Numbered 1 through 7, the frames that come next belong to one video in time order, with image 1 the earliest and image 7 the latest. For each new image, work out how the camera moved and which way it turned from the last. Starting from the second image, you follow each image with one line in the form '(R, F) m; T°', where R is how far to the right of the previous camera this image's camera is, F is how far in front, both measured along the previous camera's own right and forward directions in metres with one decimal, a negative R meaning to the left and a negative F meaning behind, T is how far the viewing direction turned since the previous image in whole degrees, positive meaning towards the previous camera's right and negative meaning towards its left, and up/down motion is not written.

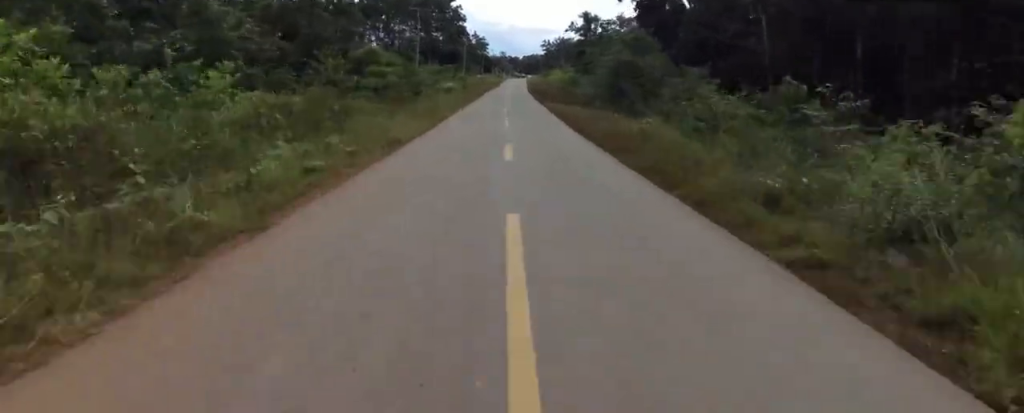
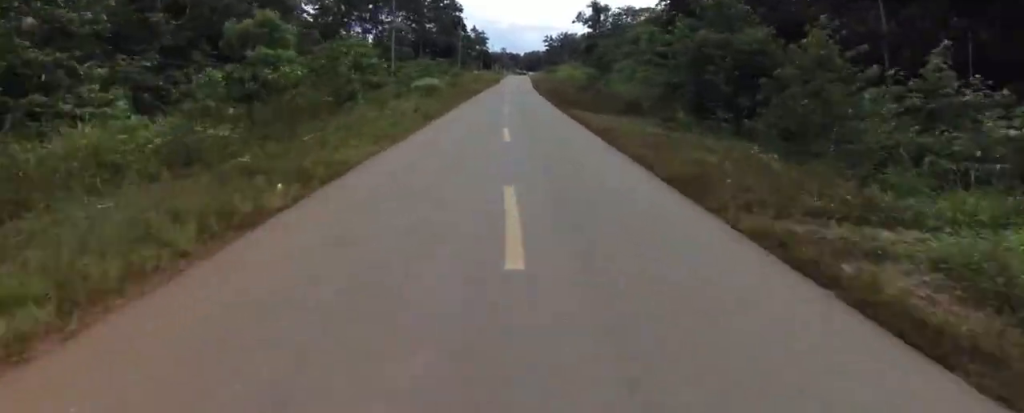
(0.0, +14.4) m; 0°
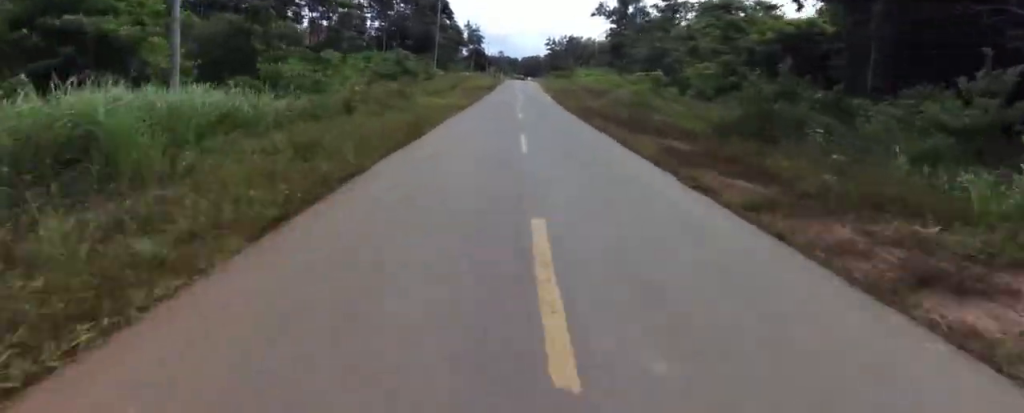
(+0.4, +33.4) m; +2°
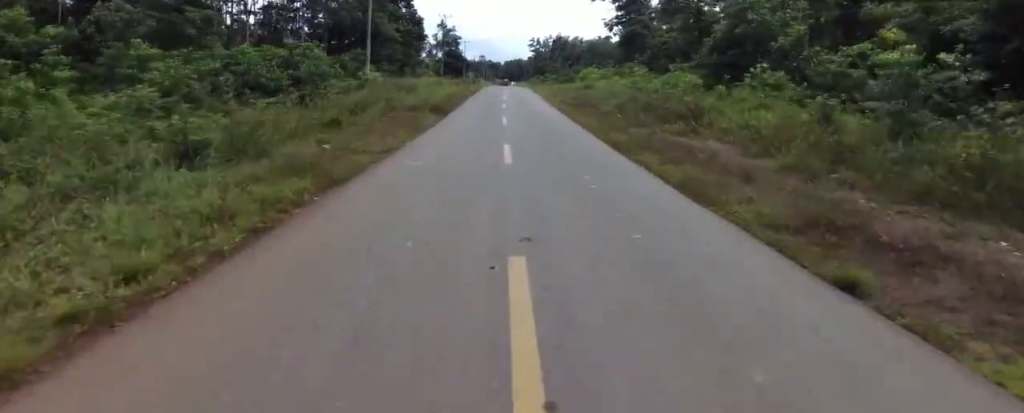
(+0.2, +25.8) m; +2°
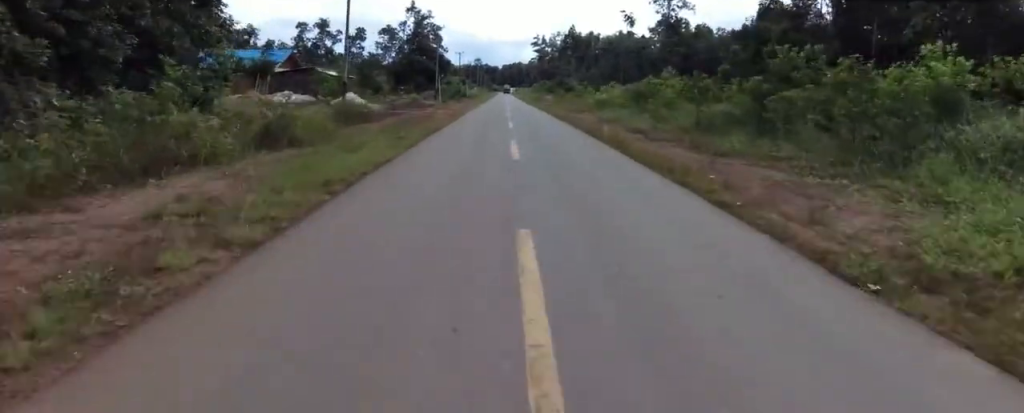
(+0.1, +56.4) m; -1°
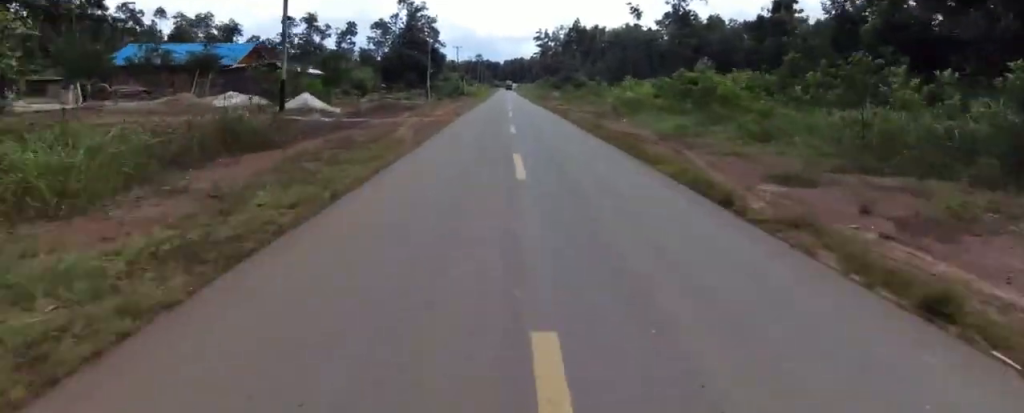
(-0.1, +10.2) m; +1°
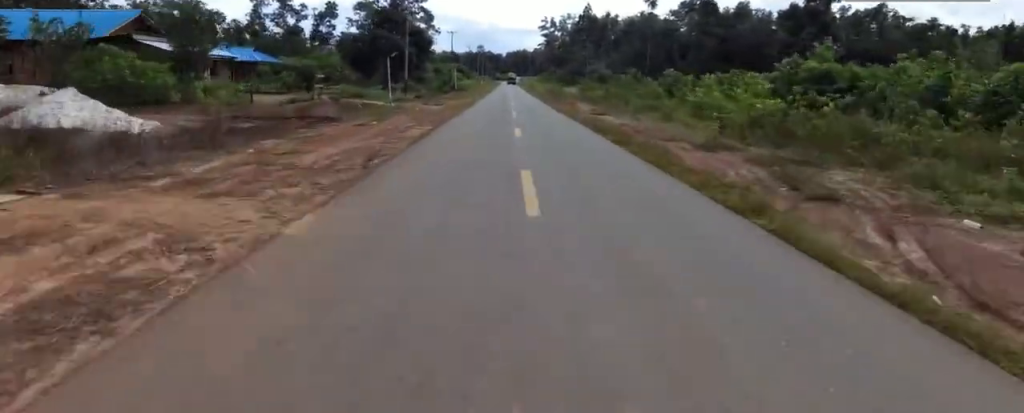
(+0.2, +18.5) m; 0°
